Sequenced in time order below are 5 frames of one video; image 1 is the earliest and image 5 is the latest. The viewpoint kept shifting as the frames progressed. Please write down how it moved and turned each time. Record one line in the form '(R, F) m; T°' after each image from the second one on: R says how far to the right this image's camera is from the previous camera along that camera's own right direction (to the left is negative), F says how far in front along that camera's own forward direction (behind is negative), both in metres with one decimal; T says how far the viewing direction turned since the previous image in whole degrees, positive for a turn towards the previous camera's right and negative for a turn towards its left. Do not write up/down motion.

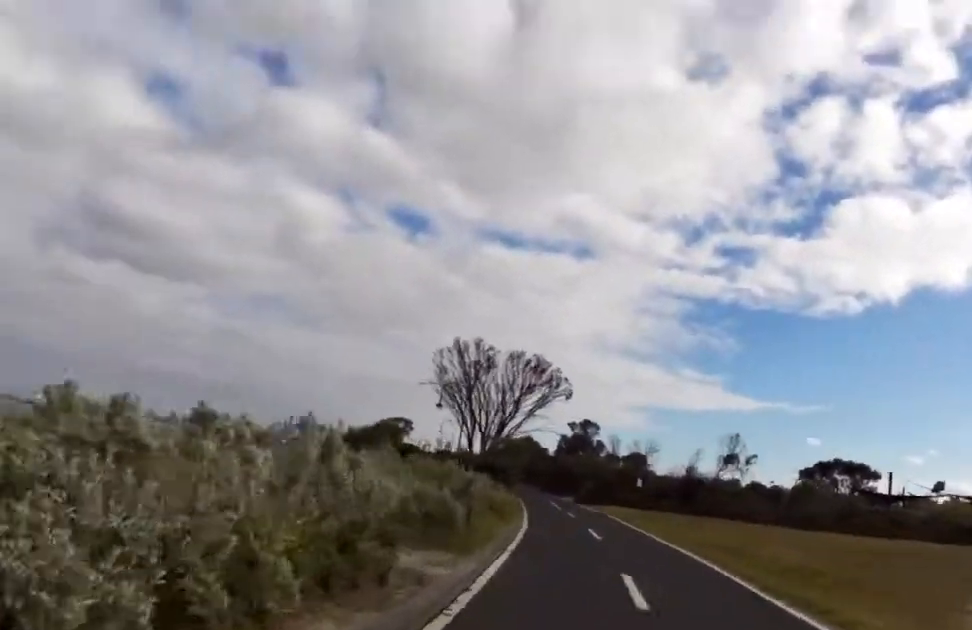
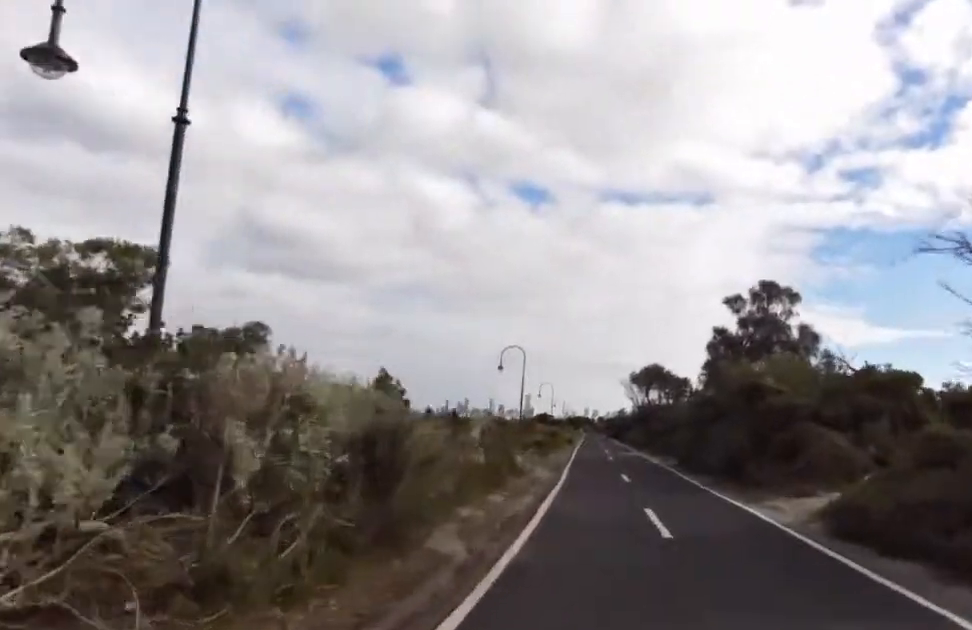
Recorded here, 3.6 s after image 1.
(-8.1, +32.3) m; -14°
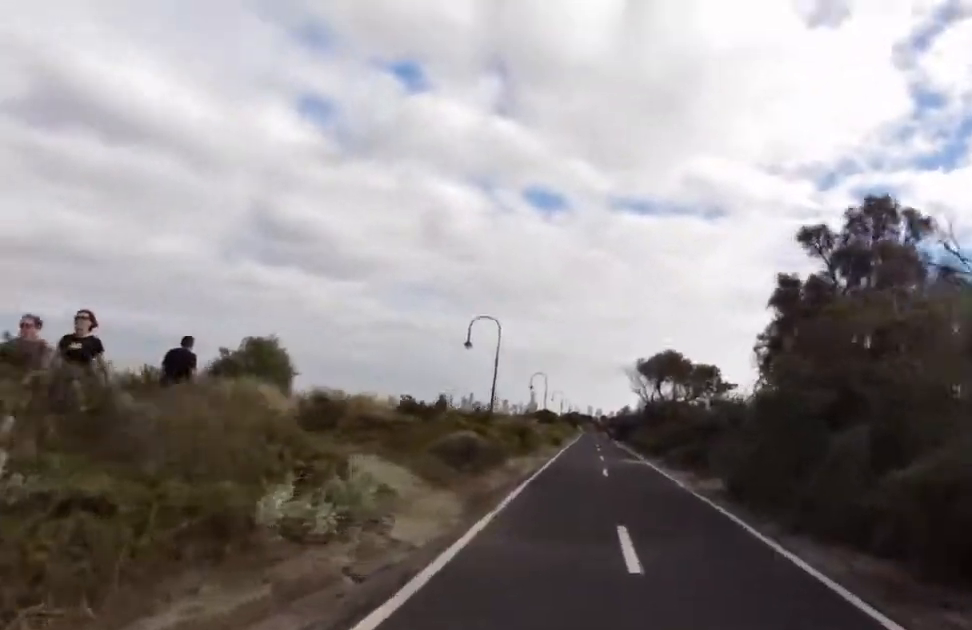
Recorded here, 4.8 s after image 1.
(0.0, +10.4) m; 0°
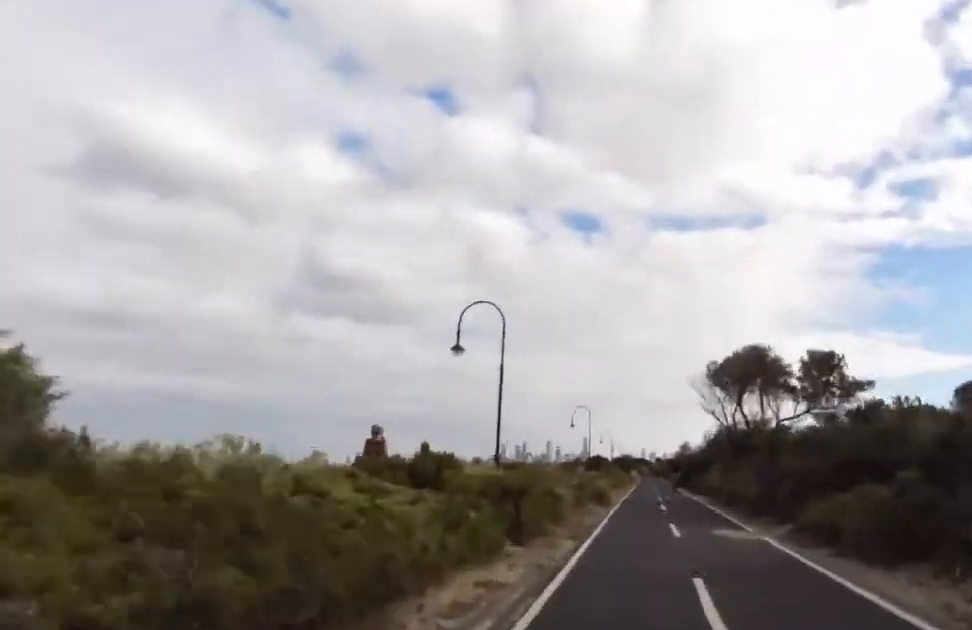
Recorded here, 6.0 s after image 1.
(0.0, +11.0) m; -1°
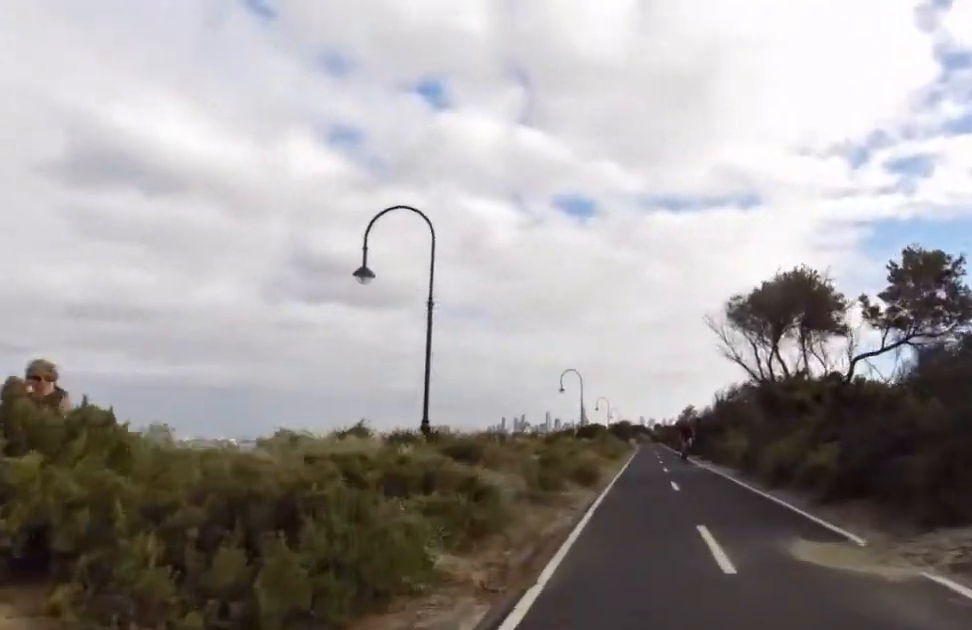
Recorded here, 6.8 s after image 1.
(+0.1, +7.6) m; -6°
